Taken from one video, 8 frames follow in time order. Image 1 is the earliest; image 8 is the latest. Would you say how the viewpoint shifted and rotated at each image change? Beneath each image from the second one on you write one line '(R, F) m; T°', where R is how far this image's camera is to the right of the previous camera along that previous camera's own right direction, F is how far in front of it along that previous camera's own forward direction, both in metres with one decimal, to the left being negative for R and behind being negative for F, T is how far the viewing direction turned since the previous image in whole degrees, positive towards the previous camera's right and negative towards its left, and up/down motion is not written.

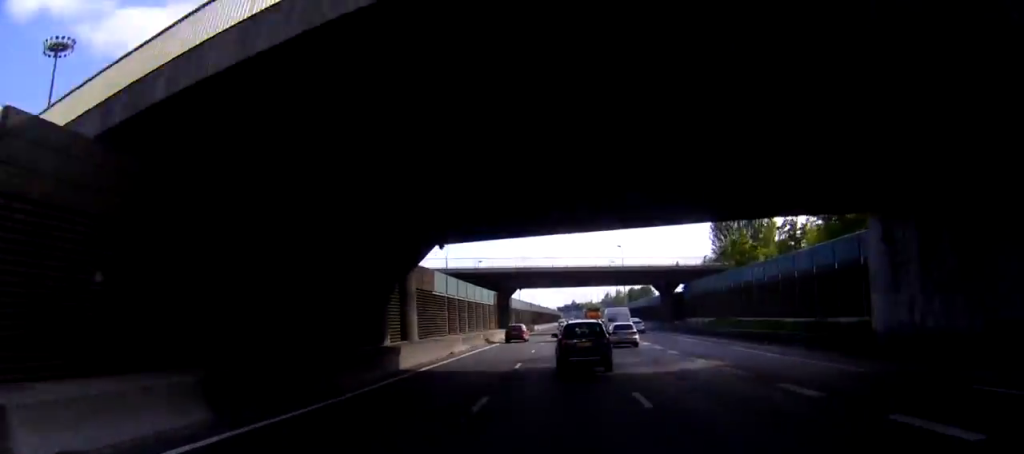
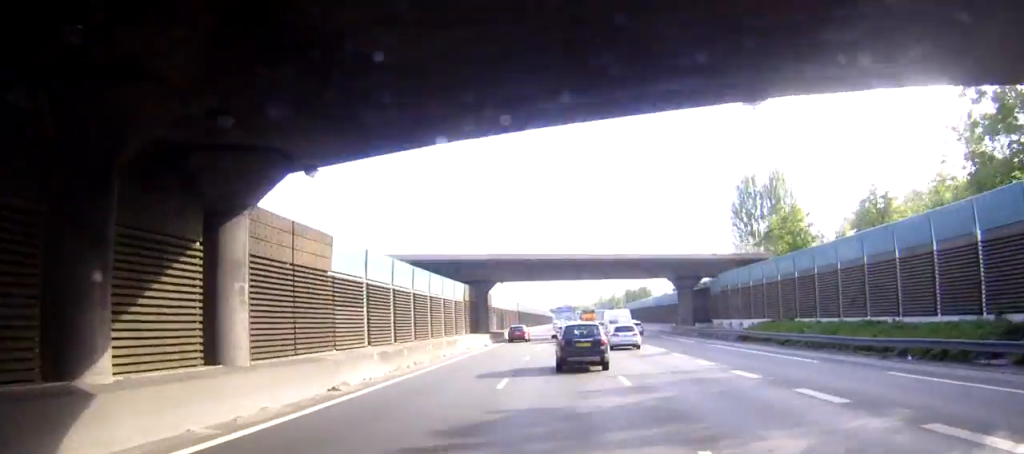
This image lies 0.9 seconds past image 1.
(+0.1, +21.1) m; +1°
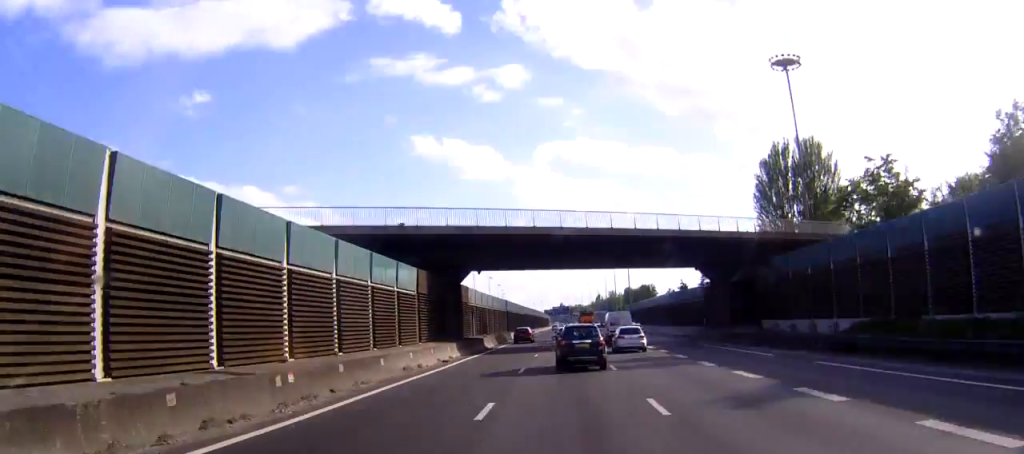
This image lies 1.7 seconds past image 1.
(+0.4, +19.5) m; 0°
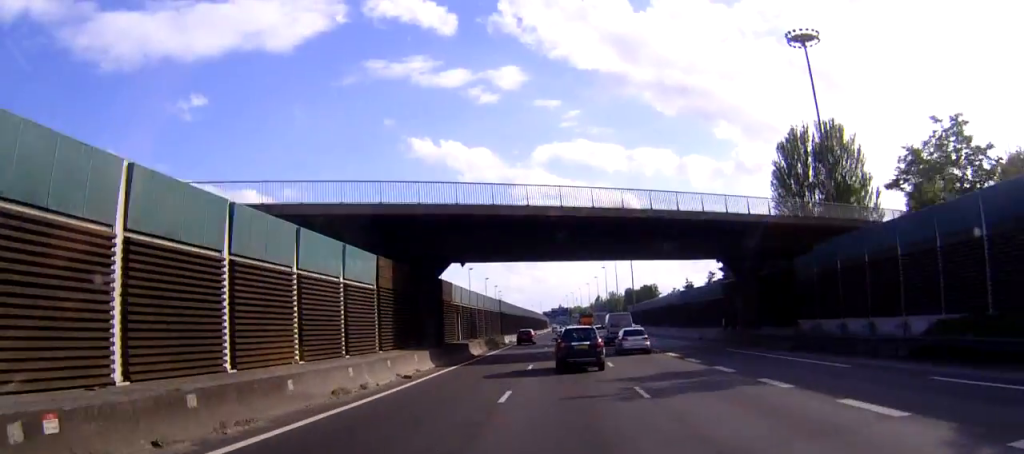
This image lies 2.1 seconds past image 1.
(-0.2, +9.4) m; 0°
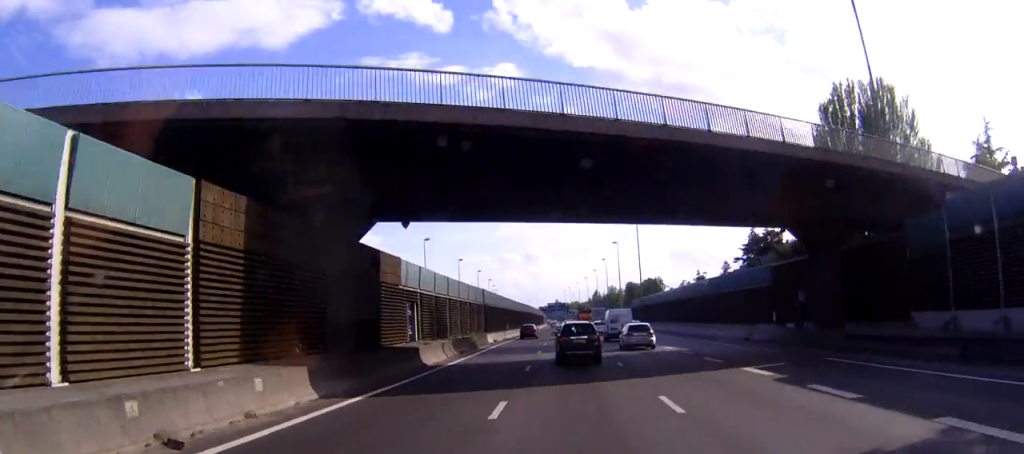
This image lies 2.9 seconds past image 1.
(-0.1, +17.2) m; 0°
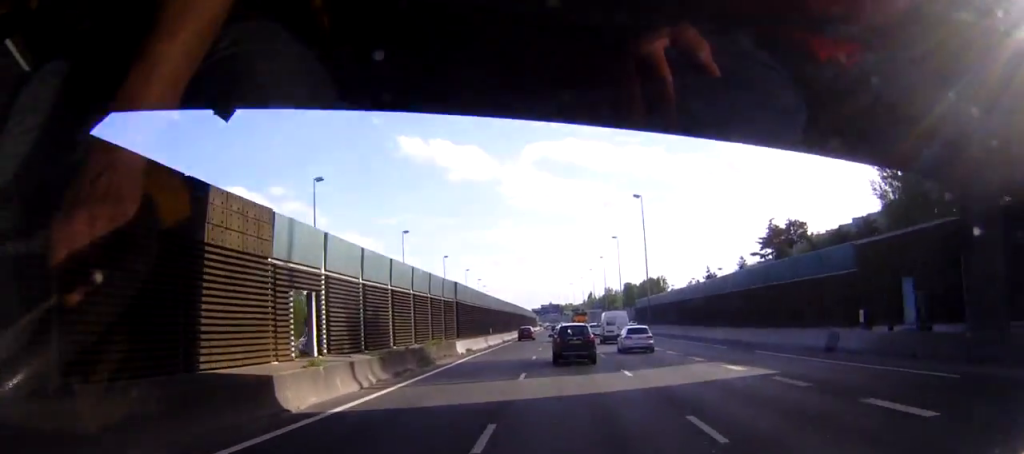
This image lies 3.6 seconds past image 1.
(+0.2, +16.4) m; +1°
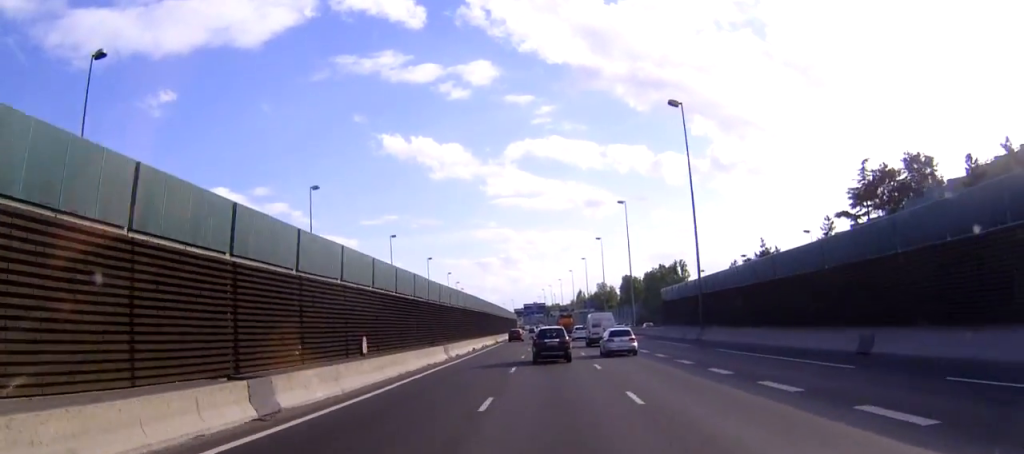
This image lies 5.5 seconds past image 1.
(+0.1, +46.6) m; +1°
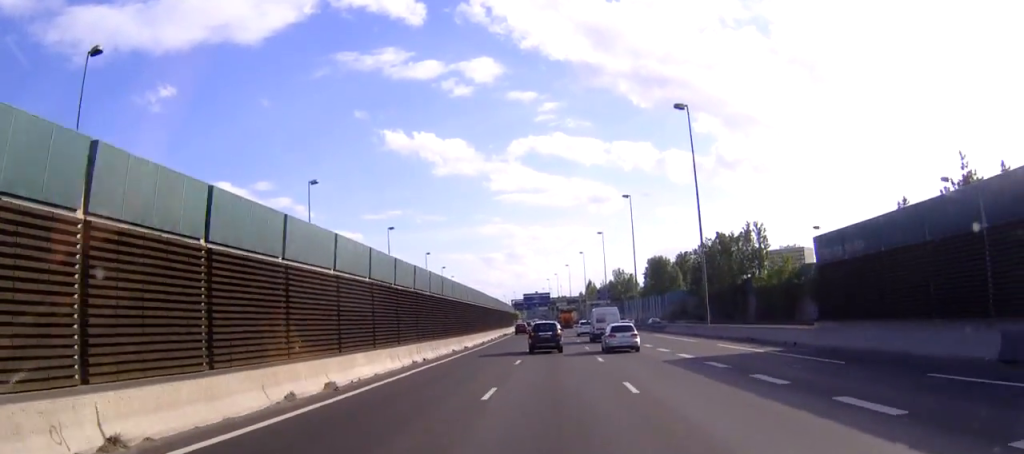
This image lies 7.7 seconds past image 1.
(+0.2, +51.9) m; 0°
